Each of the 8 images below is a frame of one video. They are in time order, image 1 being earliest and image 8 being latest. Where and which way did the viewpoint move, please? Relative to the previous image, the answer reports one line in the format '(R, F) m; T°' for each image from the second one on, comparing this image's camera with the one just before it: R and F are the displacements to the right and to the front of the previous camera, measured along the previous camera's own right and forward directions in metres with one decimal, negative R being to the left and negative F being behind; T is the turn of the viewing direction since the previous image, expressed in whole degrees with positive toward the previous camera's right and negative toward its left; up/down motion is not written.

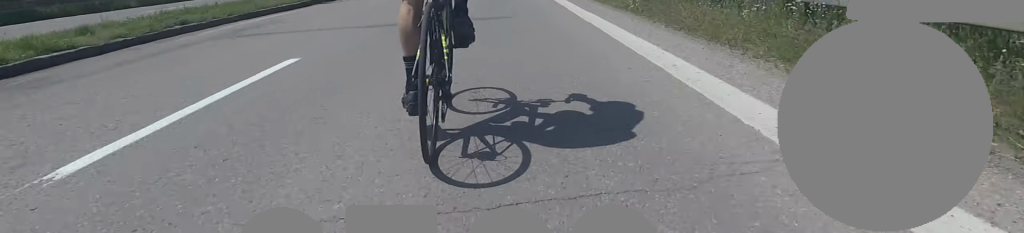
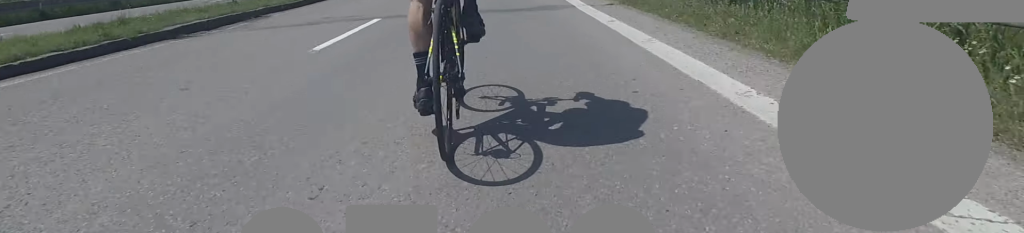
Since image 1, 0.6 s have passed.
(-0.1, +7.8) m; -1°
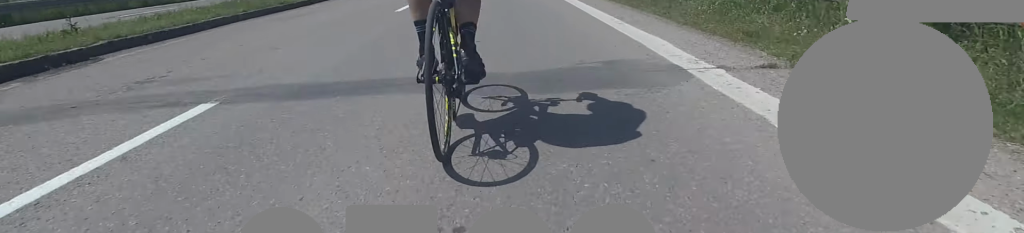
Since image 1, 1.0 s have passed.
(-0.1, +5.1) m; -1°
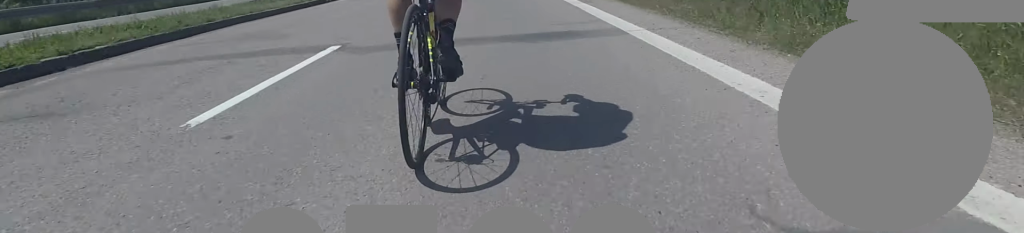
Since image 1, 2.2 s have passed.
(-0.1, +14.6) m; +2°
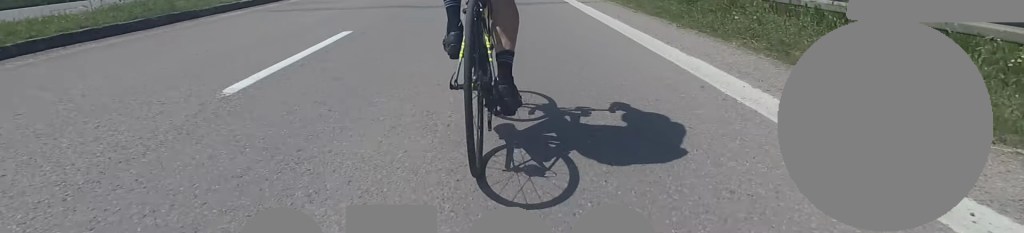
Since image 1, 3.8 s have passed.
(+0.2, +20.7) m; 0°
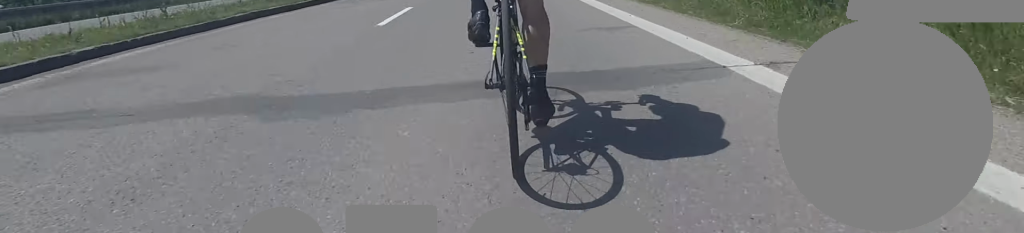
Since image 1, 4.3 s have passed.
(-0.1, +6.6) m; 0°
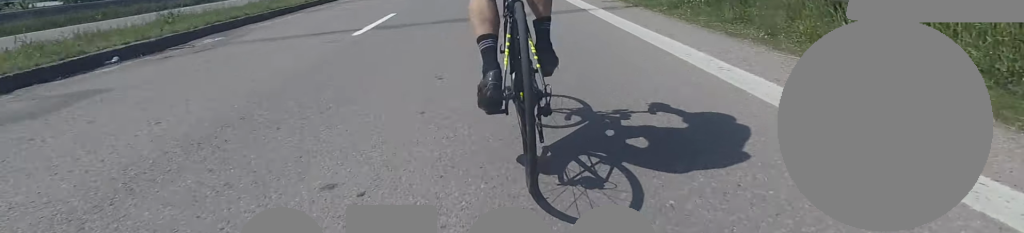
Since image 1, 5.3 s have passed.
(+0.4, +12.2) m; 0°
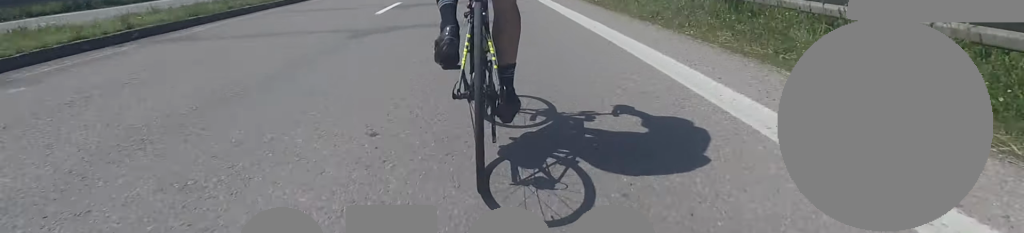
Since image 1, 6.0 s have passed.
(-0.3, +8.6) m; 0°
